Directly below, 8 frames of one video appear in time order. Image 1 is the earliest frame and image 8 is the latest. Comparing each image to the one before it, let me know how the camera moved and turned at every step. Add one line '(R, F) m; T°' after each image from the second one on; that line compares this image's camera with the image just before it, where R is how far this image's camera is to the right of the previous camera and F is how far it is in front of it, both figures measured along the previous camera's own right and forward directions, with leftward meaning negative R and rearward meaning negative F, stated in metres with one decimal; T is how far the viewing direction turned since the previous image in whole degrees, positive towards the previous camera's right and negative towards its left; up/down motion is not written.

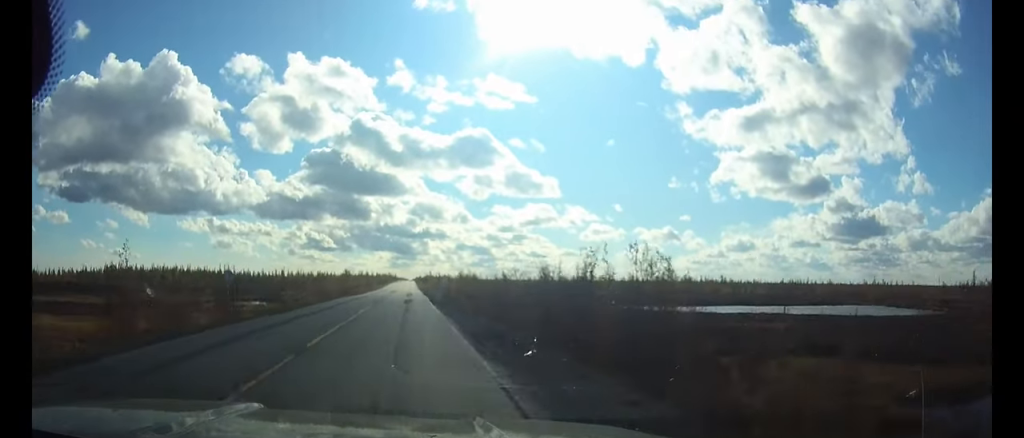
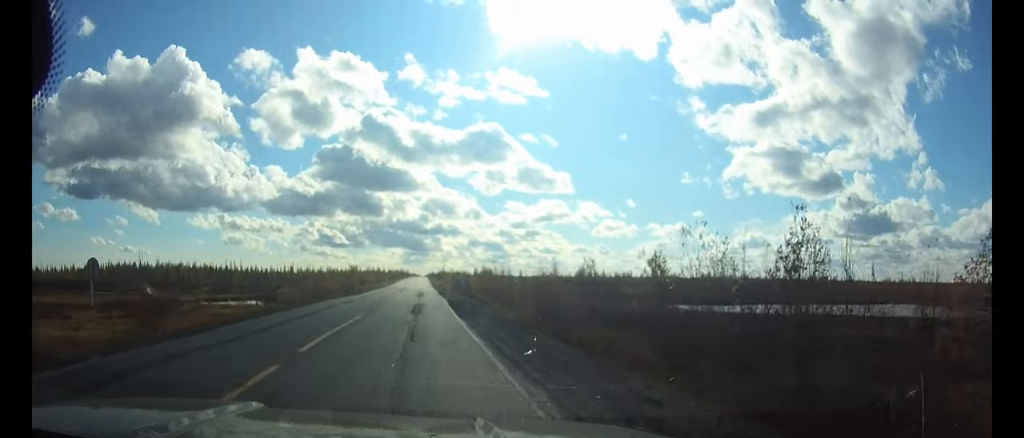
(-0.1, +15.1) m; 0°
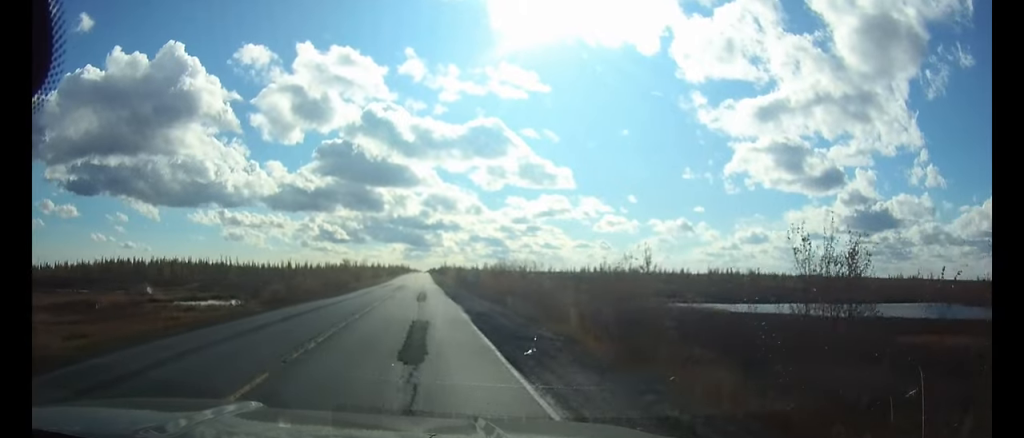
(0.0, +13.9) m; 0°
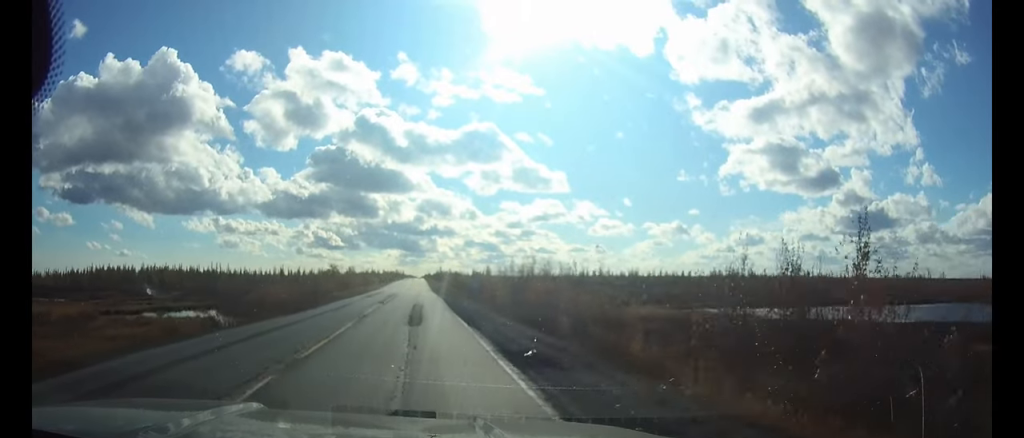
(0.0, +11.3) m; 0°
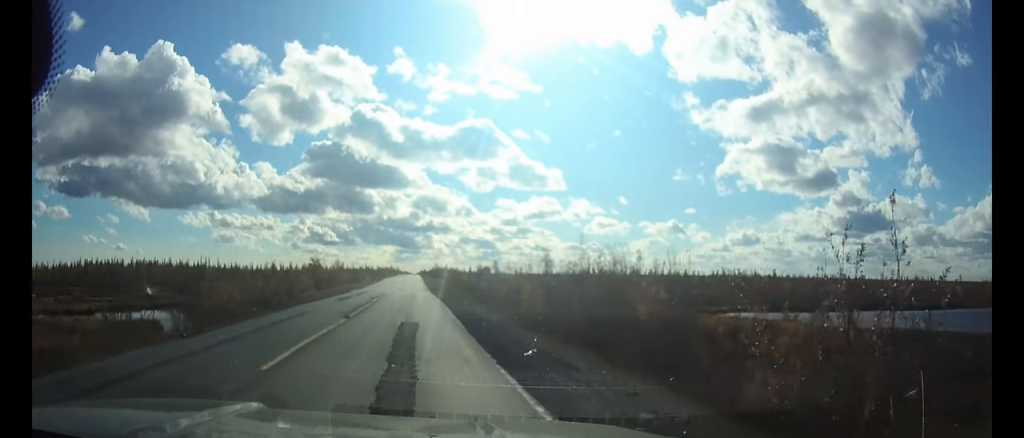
(0.0, +13.5) m; 0°
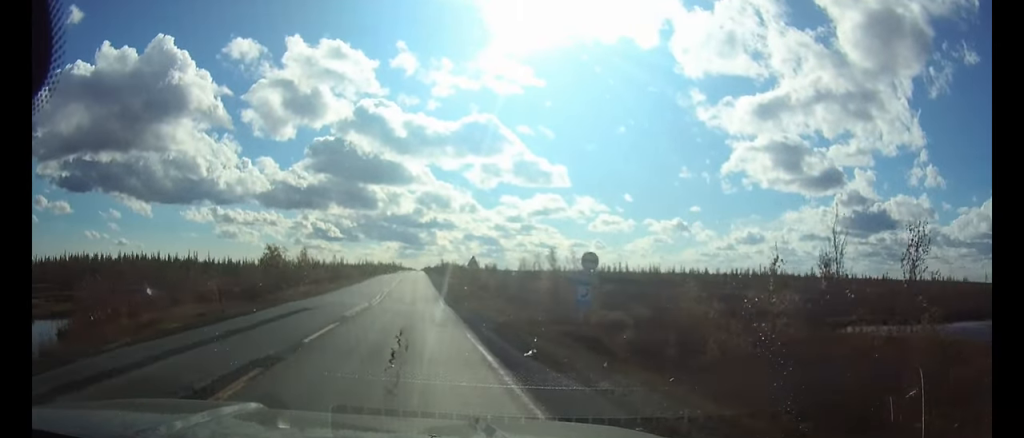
(0.0, +26.8) m; 0°
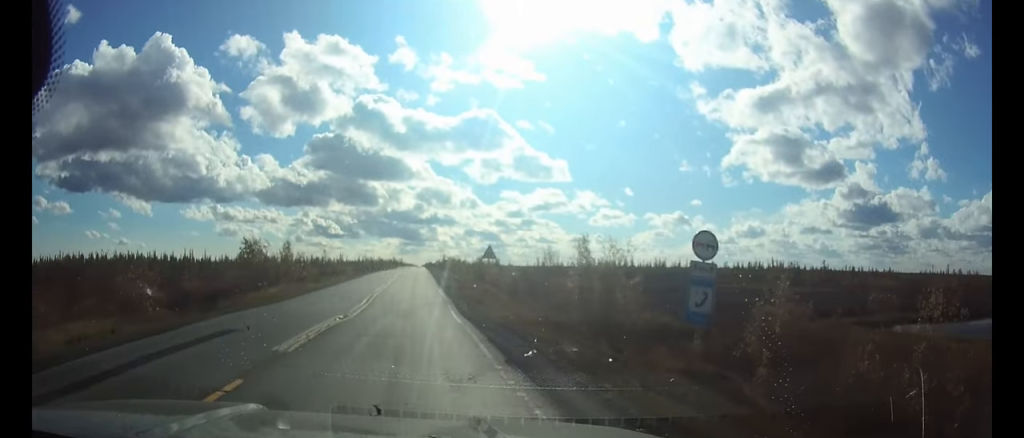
(0.0, +7.8) m; 0°
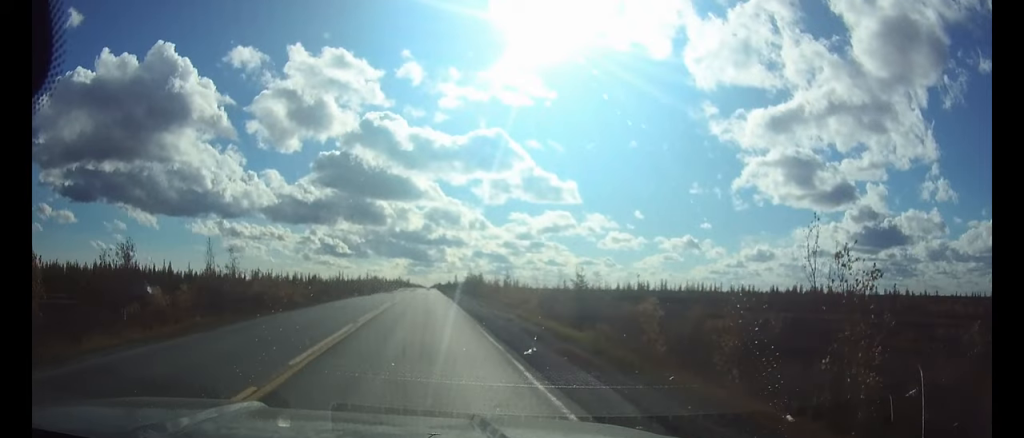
(-0.4, +48.4) m; 0°
